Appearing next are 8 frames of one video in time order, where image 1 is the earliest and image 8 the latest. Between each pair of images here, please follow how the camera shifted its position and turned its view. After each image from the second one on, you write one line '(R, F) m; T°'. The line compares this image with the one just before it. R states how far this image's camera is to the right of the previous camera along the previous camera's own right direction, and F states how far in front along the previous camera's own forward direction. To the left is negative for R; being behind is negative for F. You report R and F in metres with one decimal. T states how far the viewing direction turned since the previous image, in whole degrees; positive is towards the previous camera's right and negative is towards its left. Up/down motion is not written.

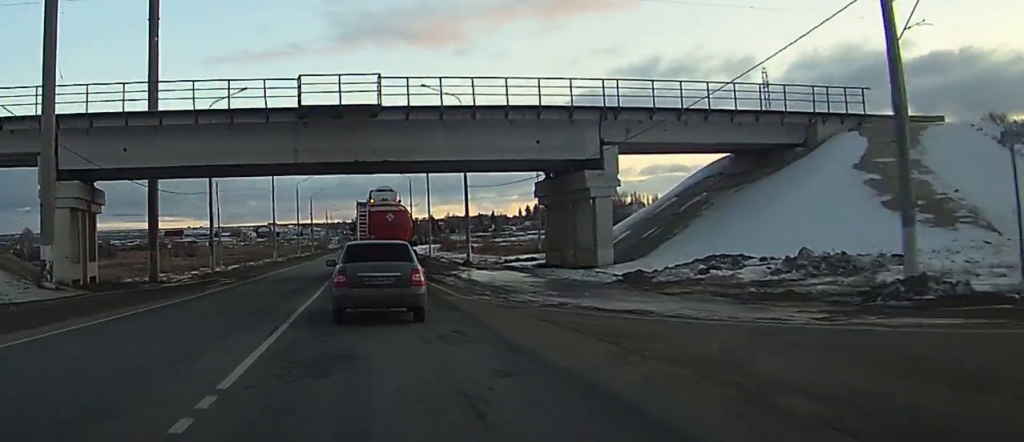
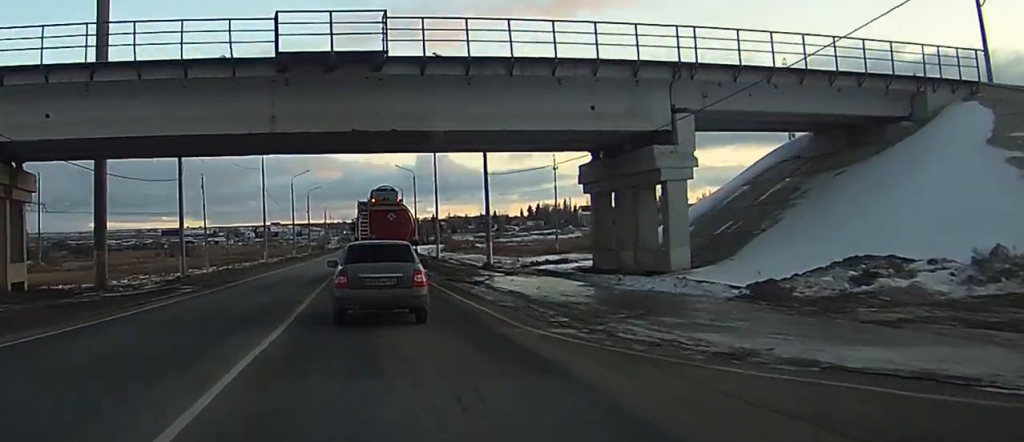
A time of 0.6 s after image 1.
(+0.1, +9.4) m; 0°
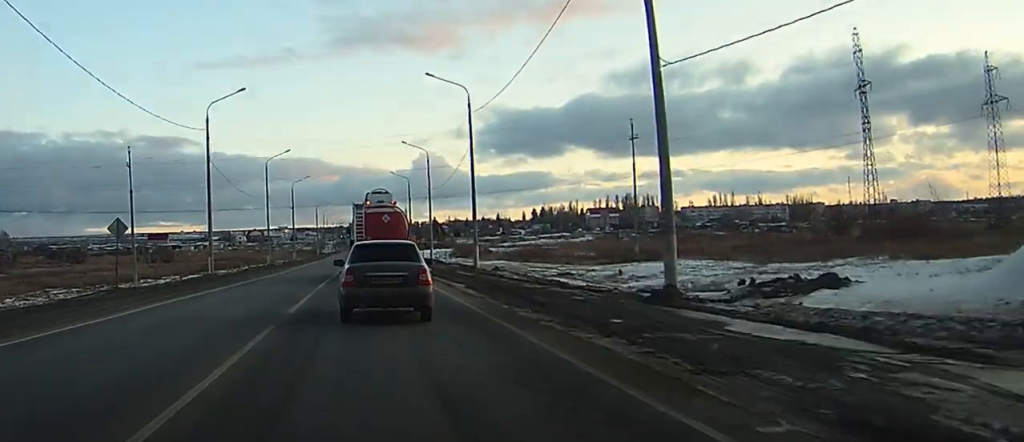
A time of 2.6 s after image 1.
(-0.2, +29.7) m; -1°
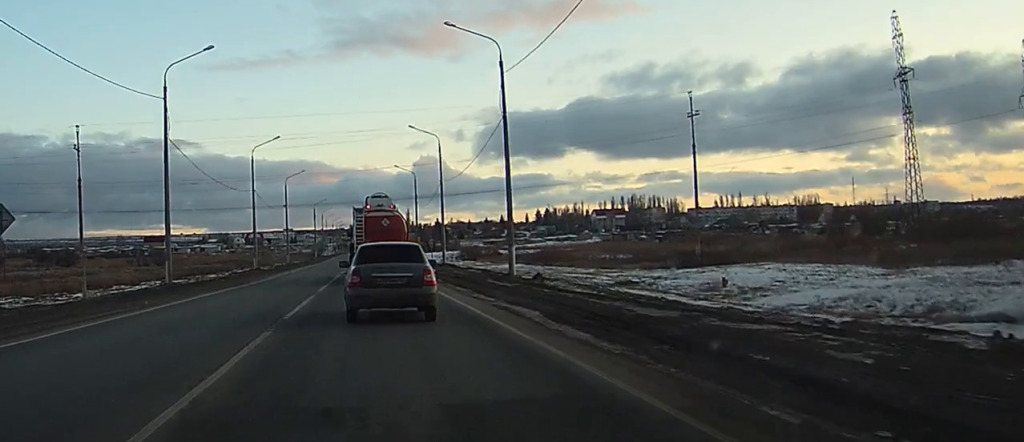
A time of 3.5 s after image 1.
(0.0, +12.8) m; +2°
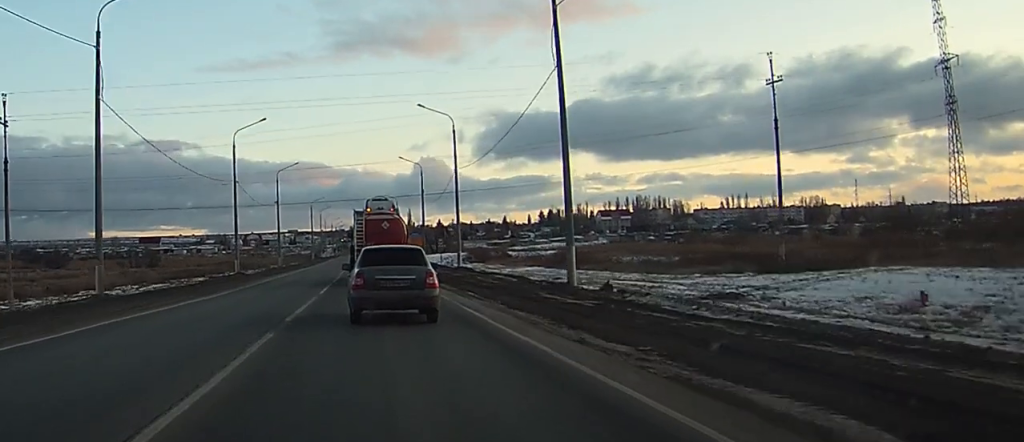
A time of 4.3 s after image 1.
(+0.3, +11.8) m; -1°
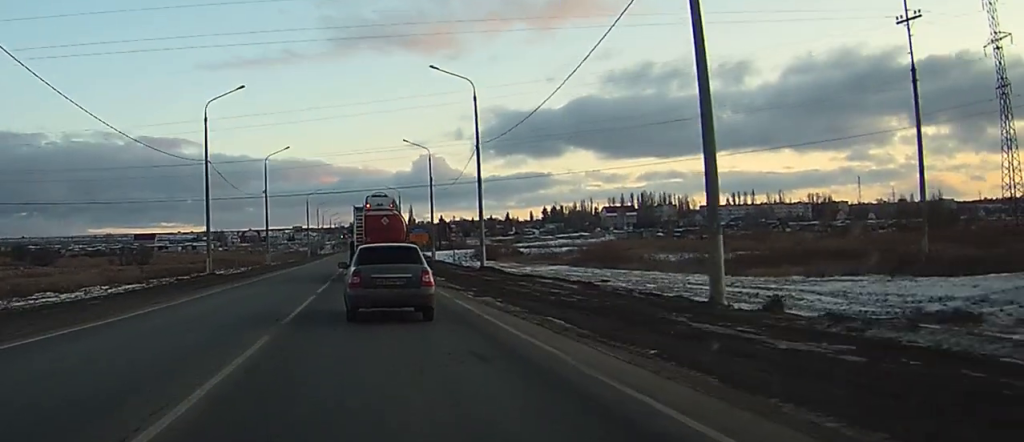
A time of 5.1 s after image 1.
(-0.1, +12.2) m; -2°
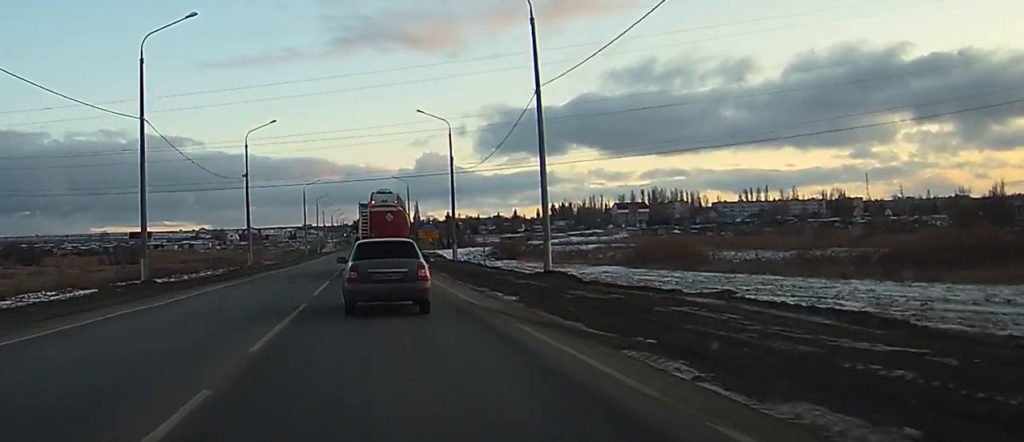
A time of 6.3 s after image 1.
(-0.6, +17.1) m; 0°
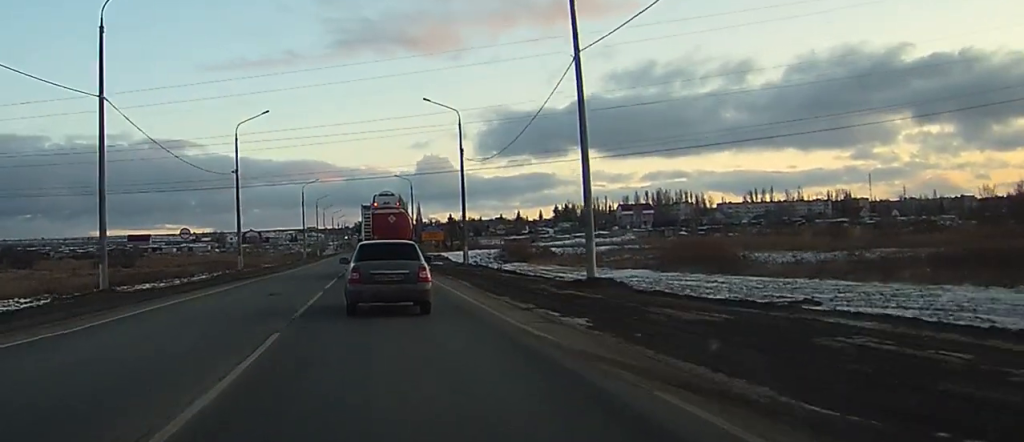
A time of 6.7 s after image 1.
(+0.1, +6.4) m; +1°
